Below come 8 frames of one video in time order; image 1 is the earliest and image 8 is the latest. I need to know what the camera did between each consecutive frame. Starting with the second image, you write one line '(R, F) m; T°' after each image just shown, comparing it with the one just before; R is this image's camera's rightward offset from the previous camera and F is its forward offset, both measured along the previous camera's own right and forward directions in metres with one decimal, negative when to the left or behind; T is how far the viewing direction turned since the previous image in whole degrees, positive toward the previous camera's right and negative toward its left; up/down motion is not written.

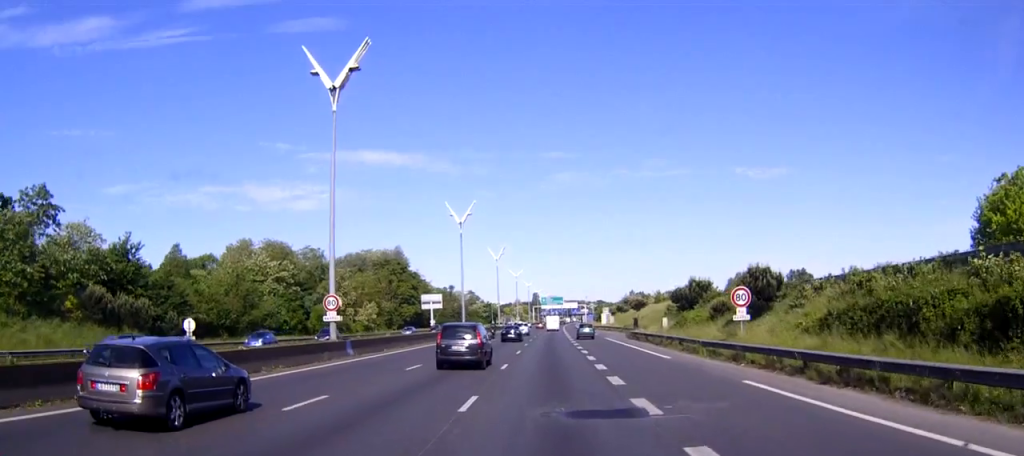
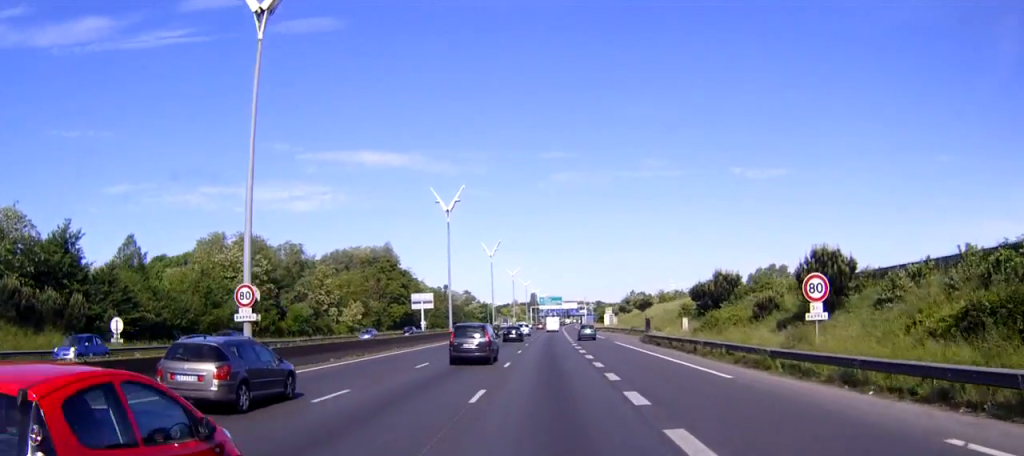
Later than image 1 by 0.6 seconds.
(0.0, +11.1) m; 0°
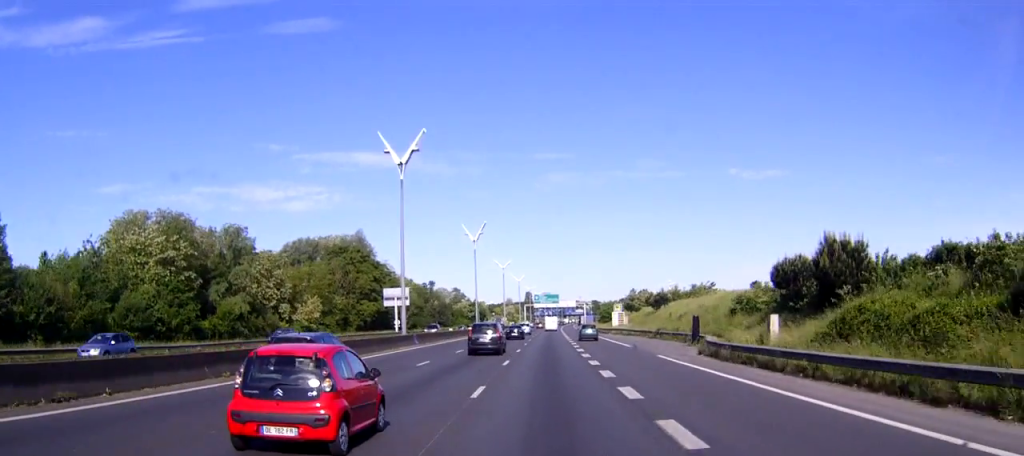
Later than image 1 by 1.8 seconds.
(+0.1, +25.0) m; 0°
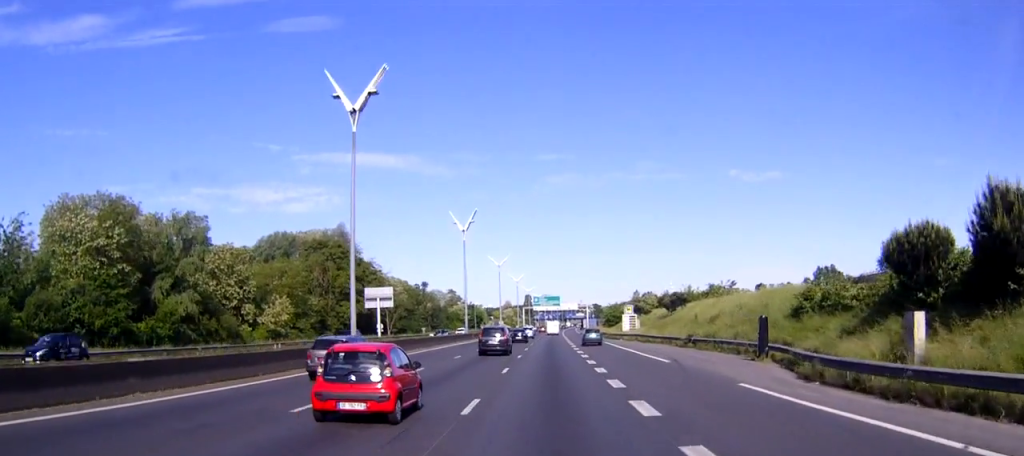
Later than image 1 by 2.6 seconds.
(0.0, +15.2) m; 0°
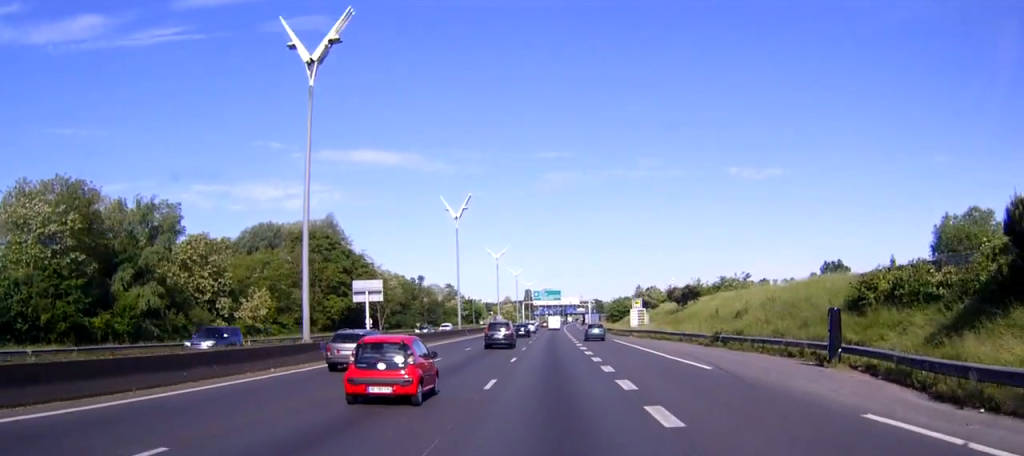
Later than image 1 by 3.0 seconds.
(0.0, +8.6) m; 0°
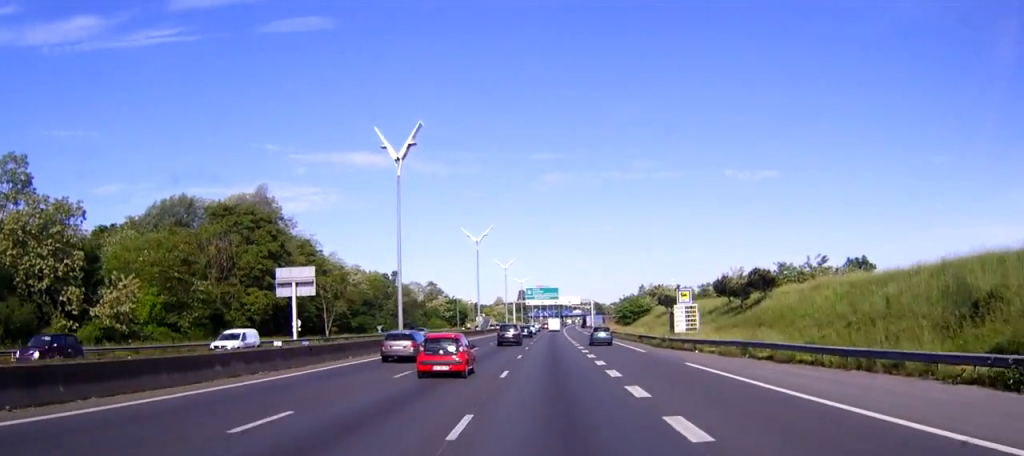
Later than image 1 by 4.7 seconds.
(+0.1, +33.8) m; +1°
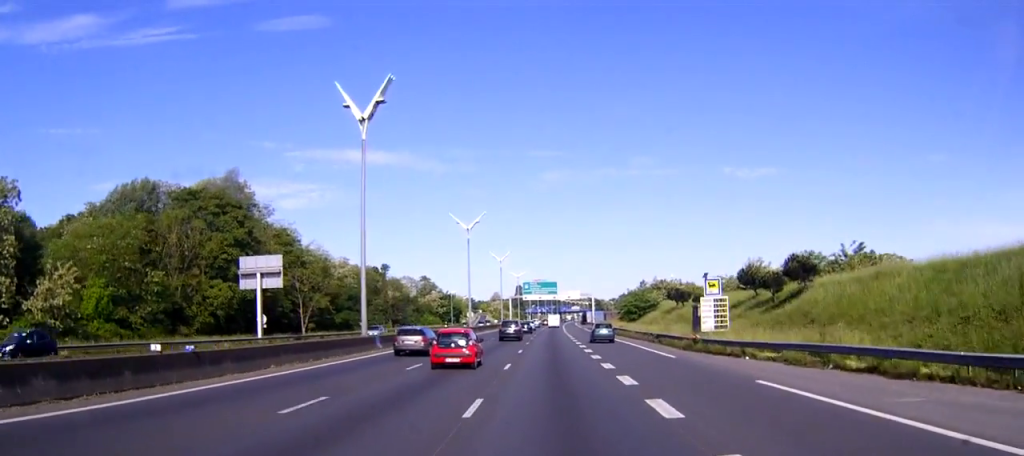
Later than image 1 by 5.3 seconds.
(0.0, +10.6) m; 0°
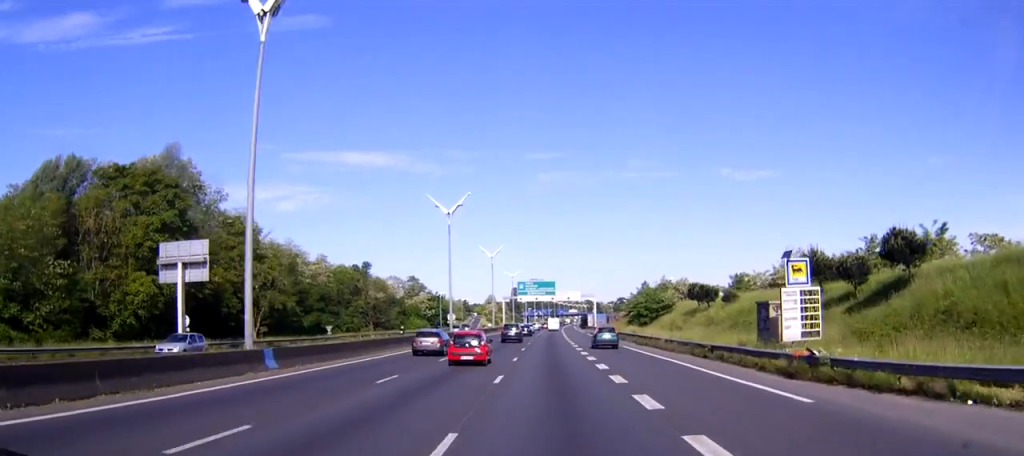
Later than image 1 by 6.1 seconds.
(0.0, +17.4) m; 0°
